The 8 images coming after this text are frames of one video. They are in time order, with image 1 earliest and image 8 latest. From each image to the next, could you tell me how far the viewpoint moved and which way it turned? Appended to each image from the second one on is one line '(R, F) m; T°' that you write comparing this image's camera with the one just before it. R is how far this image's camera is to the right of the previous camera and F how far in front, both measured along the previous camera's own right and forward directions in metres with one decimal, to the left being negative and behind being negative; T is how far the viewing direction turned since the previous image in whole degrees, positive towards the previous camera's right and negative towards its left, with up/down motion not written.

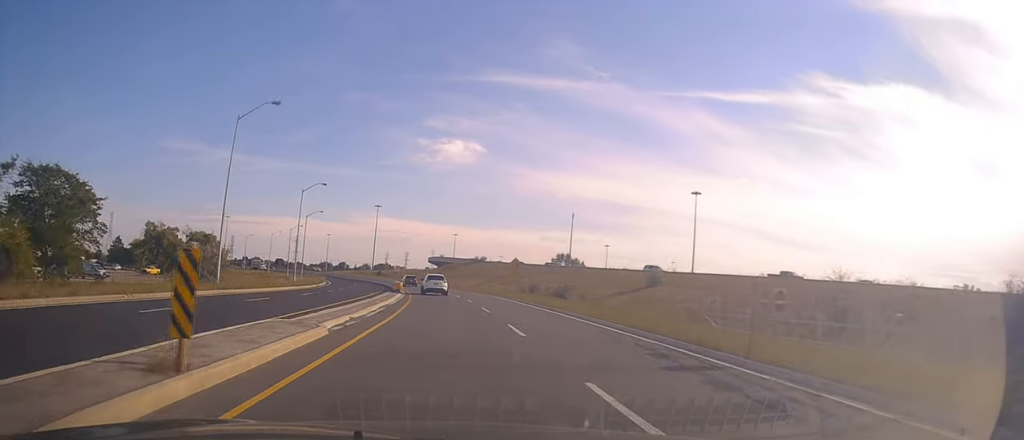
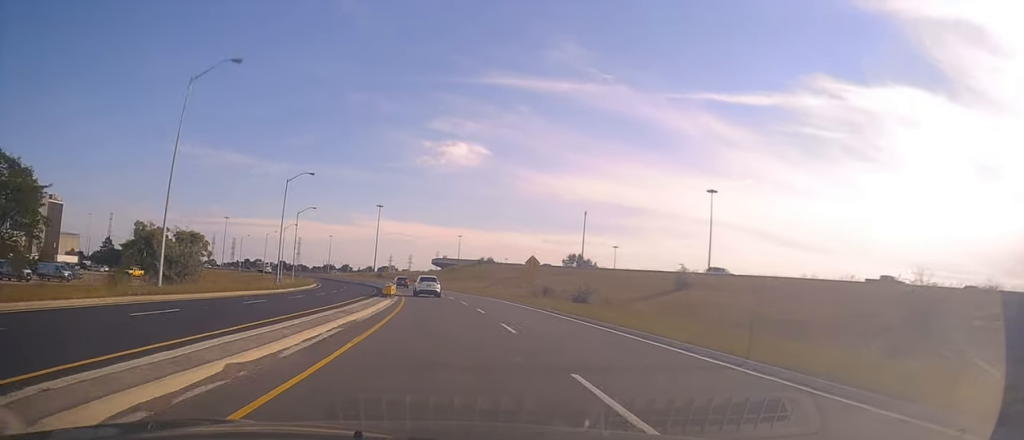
(+0.5, +9.2) m; 0°
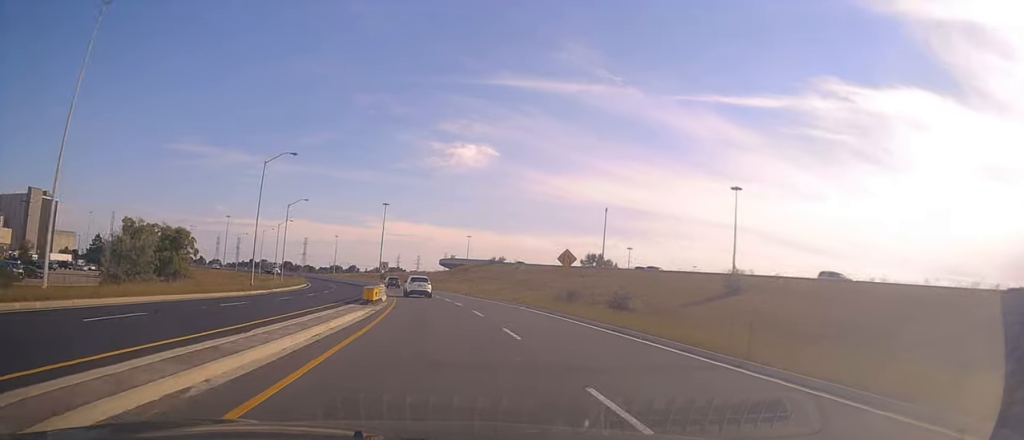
(-0.4, +11.2) m; -1°
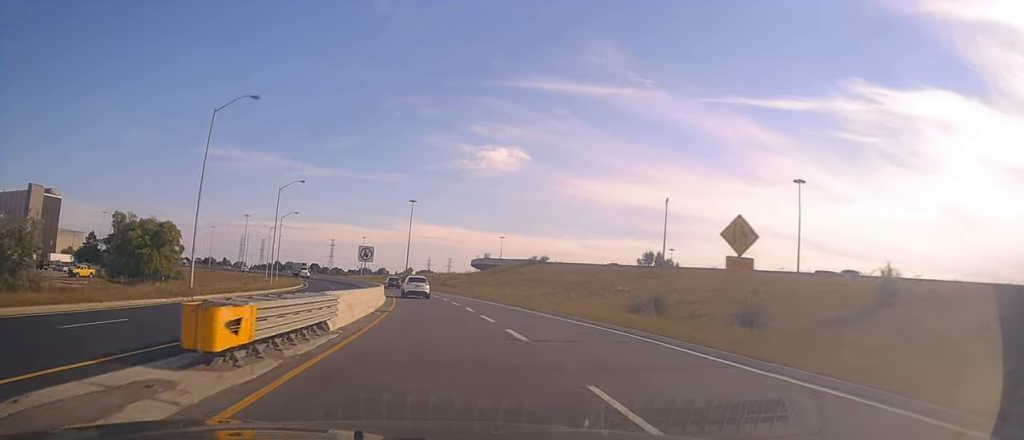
(-0.5, +19.0) m; -1°
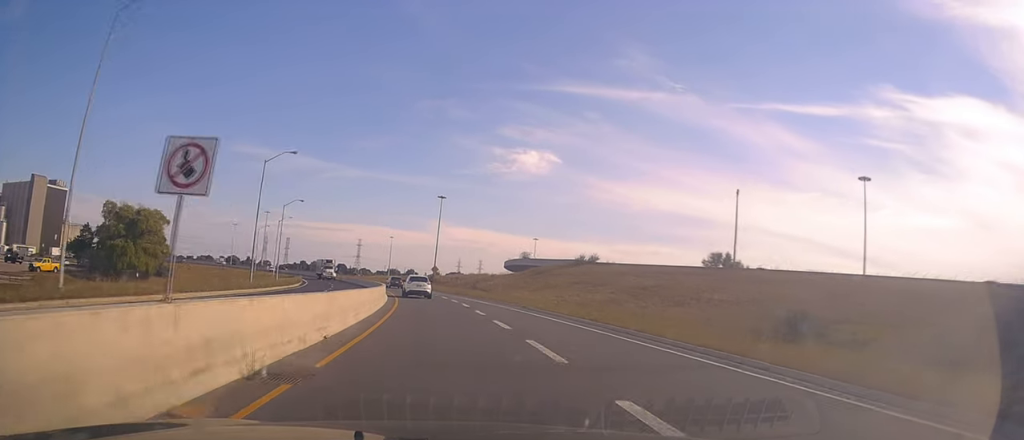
(0.0, +16.5) m; -1°
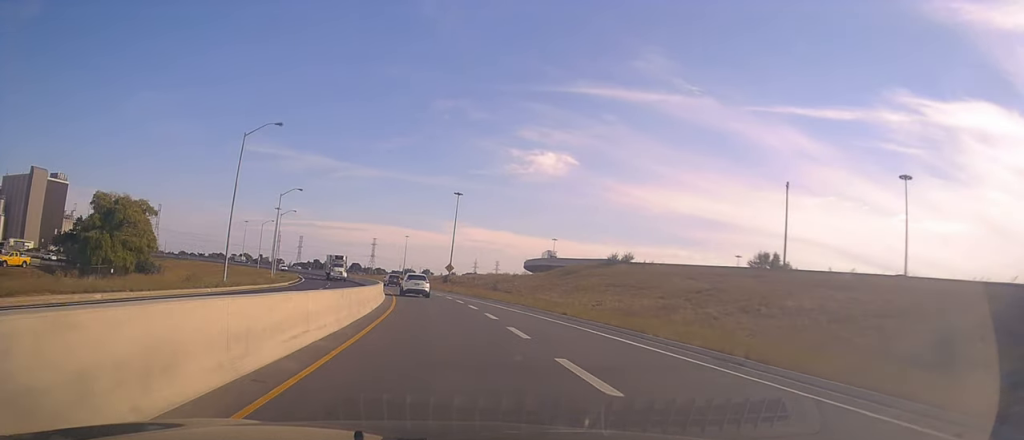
(+0.1, +9.9) m; -2°
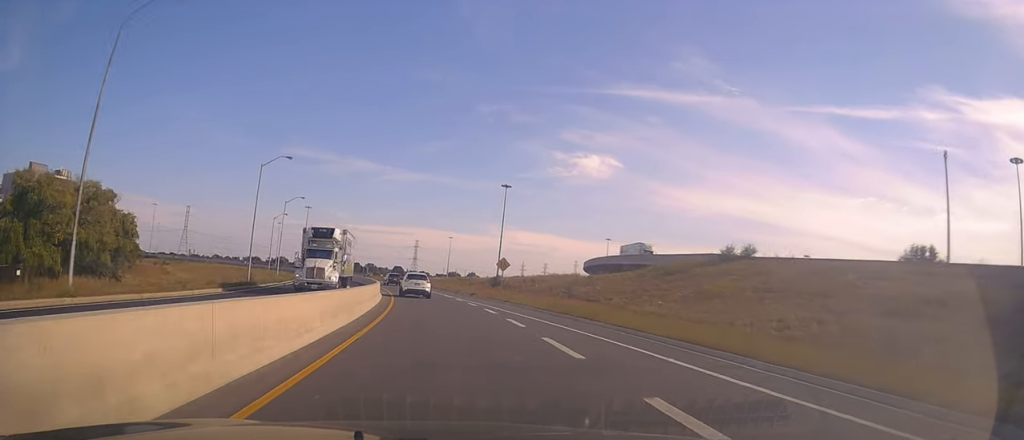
(-1.4, +24.2) m; -6°
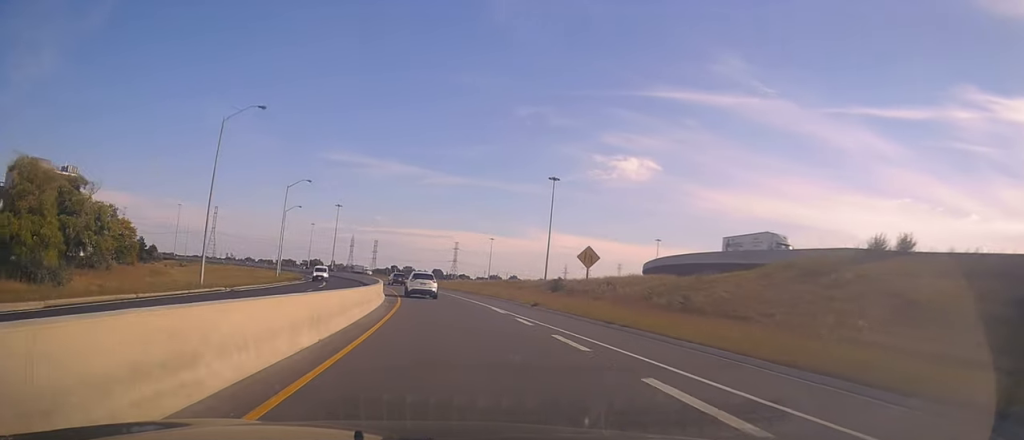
(-0.3, +19.3) m; -3°
